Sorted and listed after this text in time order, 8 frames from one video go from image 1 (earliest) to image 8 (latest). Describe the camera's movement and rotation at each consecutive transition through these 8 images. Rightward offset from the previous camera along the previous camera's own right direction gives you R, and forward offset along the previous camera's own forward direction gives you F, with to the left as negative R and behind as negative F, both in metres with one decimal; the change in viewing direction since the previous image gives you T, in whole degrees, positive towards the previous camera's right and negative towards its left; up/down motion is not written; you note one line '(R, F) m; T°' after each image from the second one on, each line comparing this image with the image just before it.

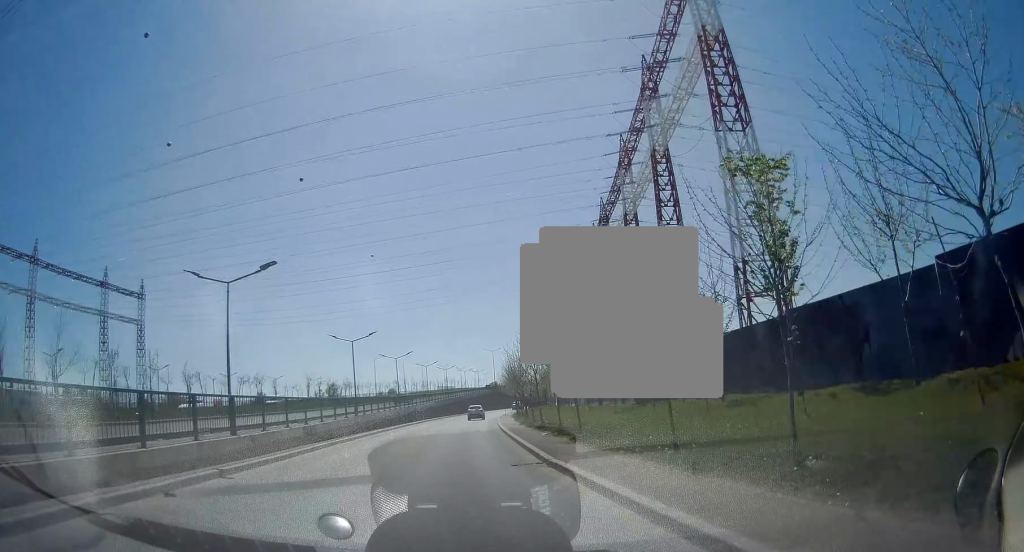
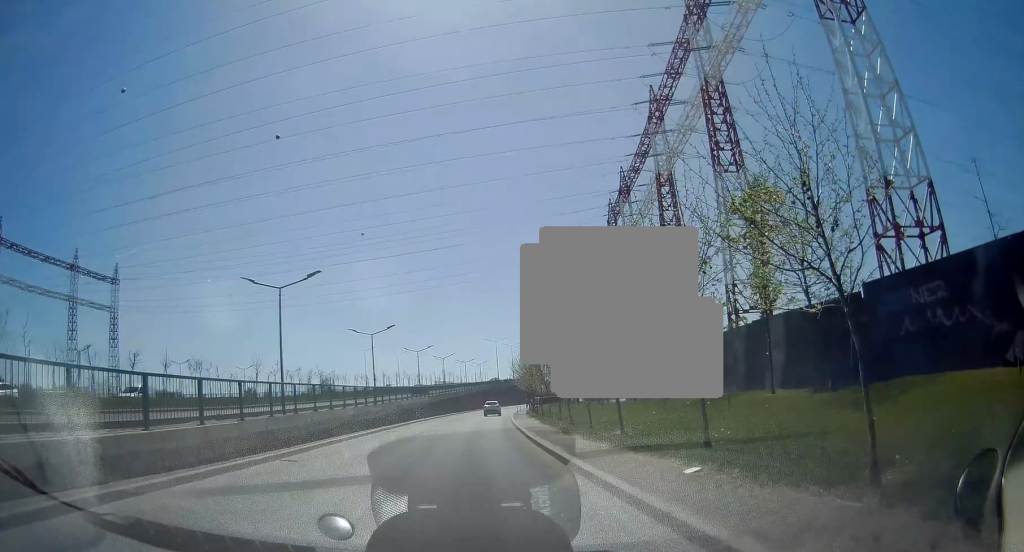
(-0.3, +15.0) m; -1°
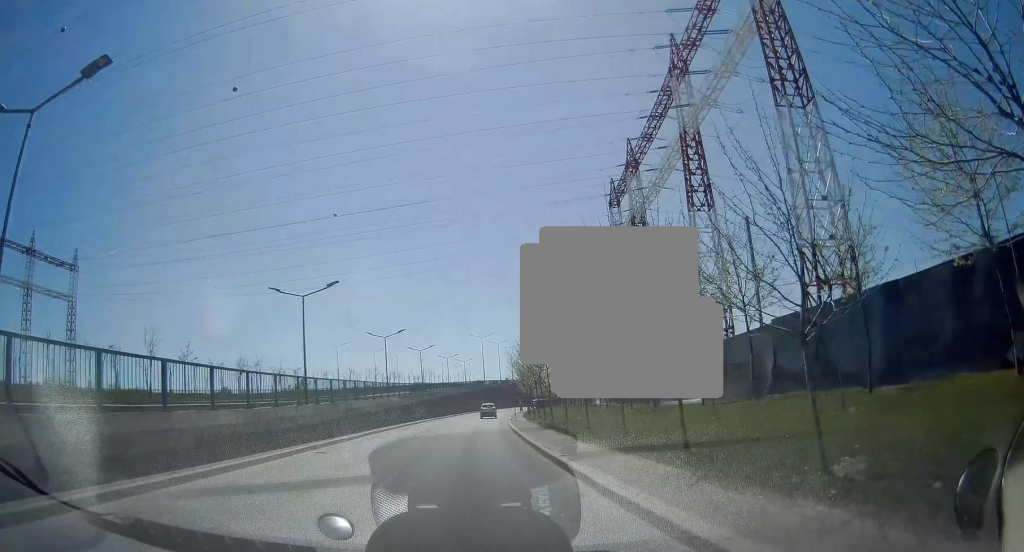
(0.0, +13.9) m; +1°
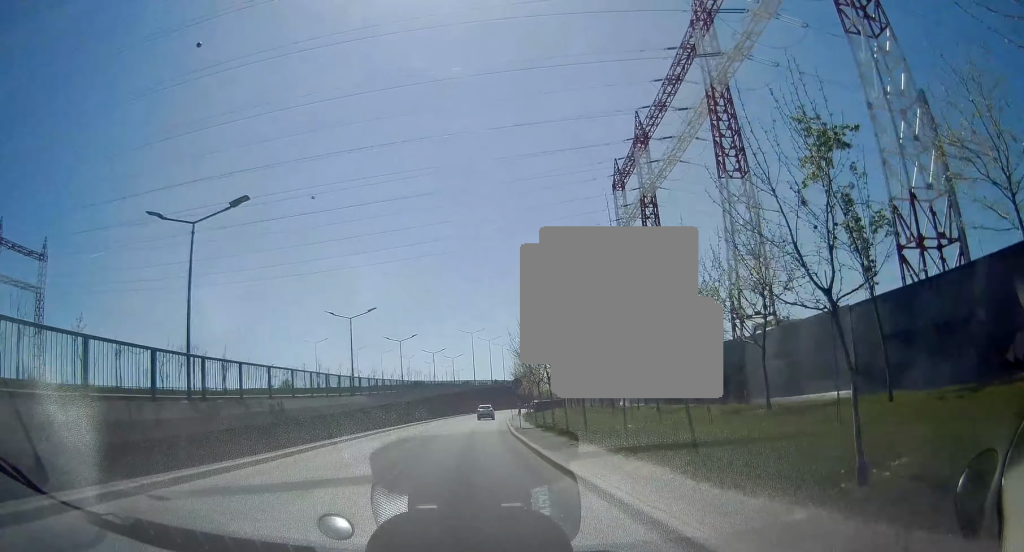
(+0.1, +10.4) m; +1°
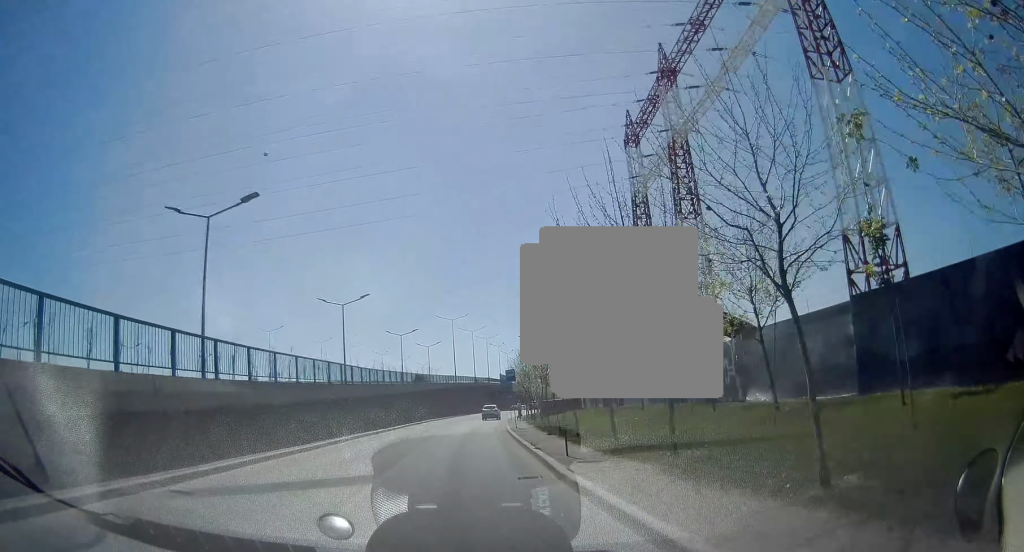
(+0.3, +18.7) m; +2°
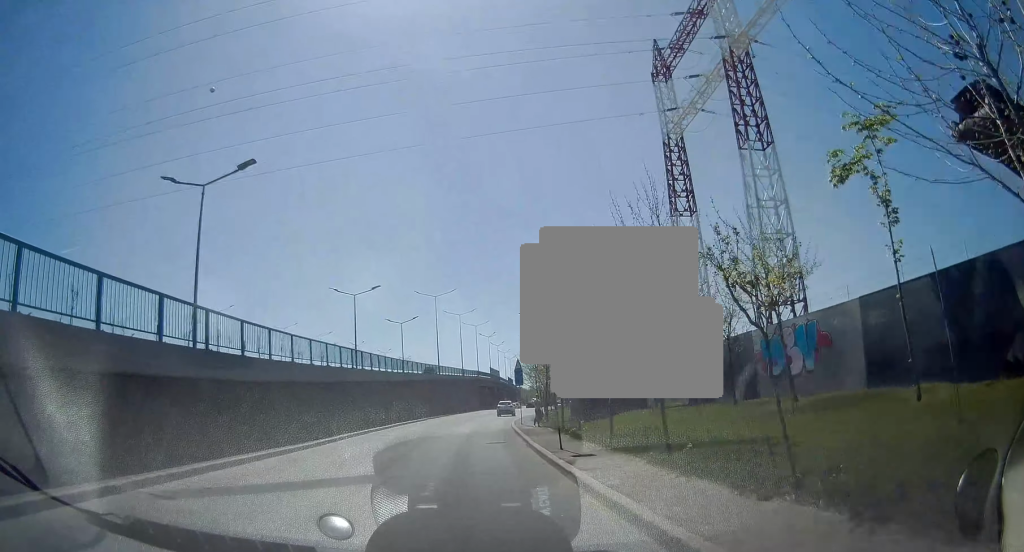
(+0.2, +18.3) m; +1°
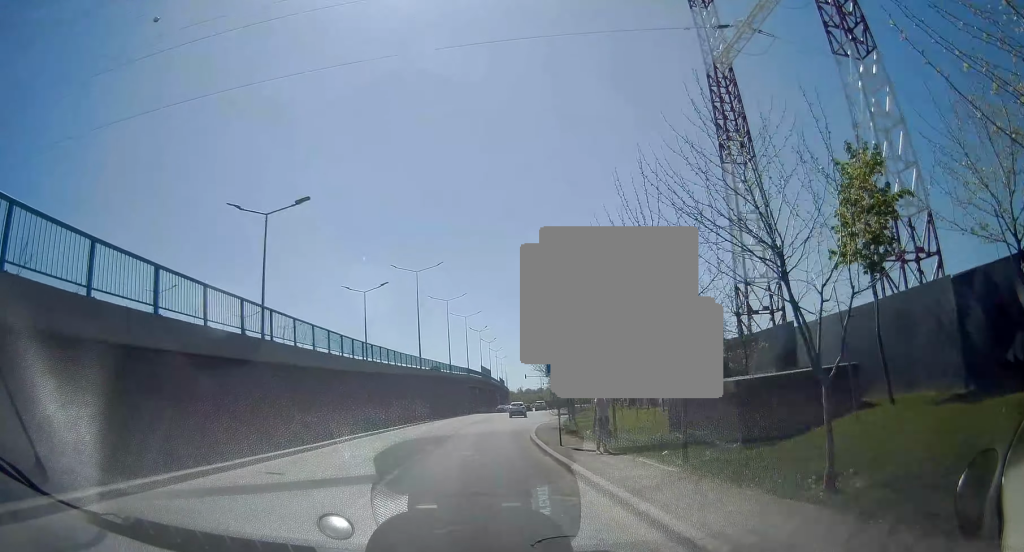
(+0.3, +15.8) m; +2°
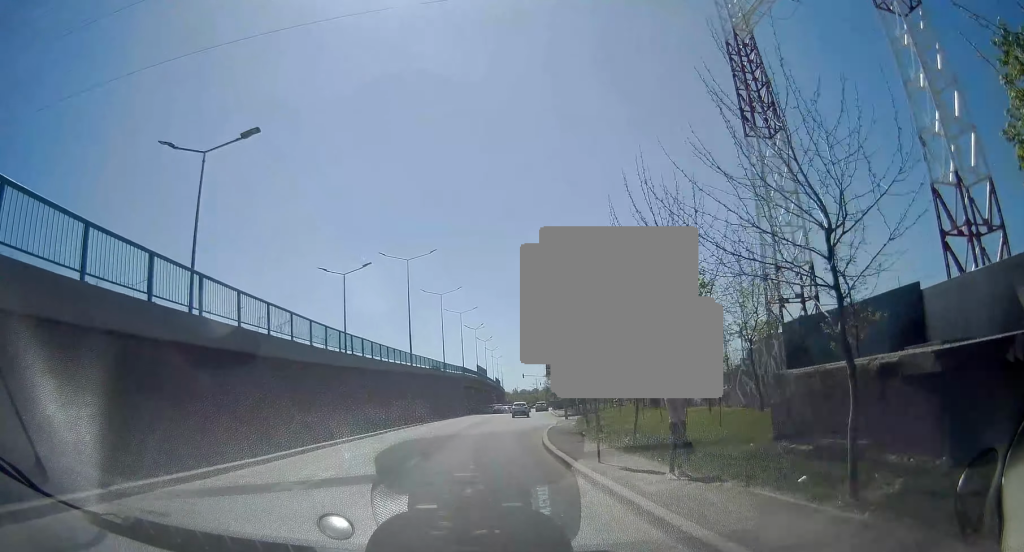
(0.0, +5.5) m; +1°
